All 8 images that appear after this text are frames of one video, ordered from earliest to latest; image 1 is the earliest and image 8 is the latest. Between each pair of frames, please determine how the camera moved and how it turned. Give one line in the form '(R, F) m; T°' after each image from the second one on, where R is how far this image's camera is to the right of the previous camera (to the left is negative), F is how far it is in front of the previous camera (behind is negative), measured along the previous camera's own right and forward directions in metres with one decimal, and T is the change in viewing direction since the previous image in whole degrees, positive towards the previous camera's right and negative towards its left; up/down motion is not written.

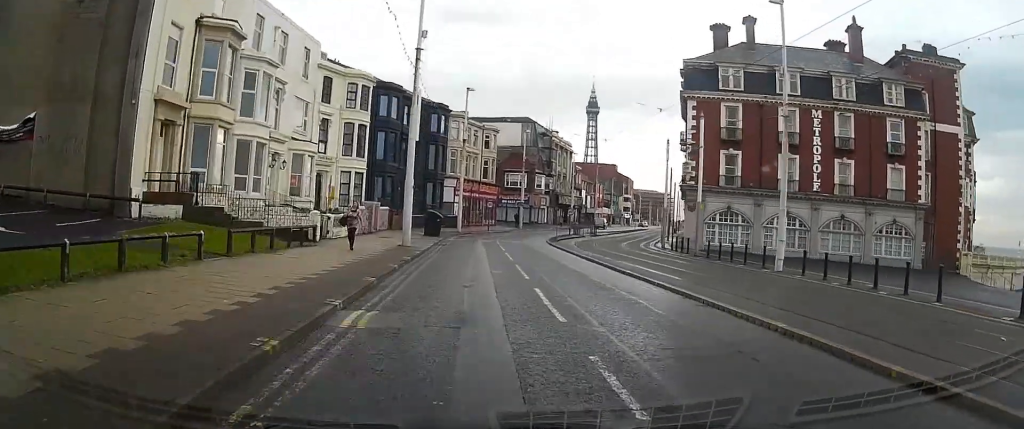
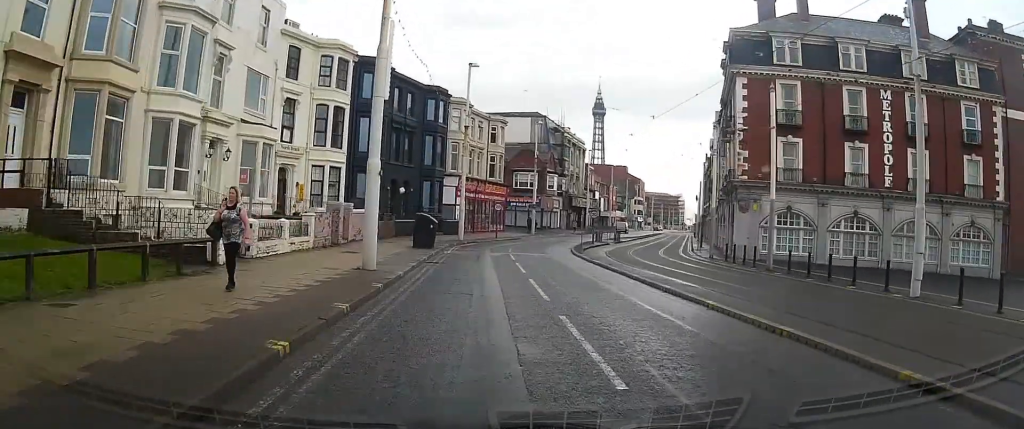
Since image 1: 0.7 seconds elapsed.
(0.0, +9.0) m; +1°
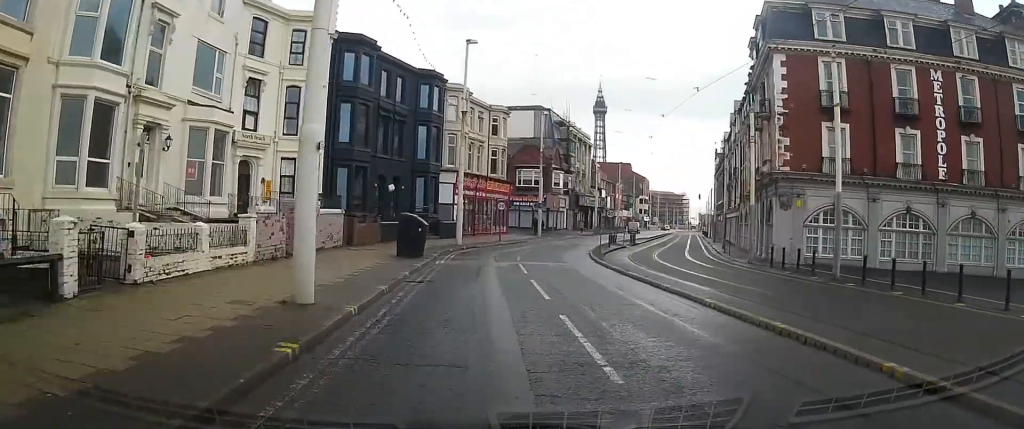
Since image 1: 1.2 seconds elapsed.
(0.0, +5.7) m; +1°
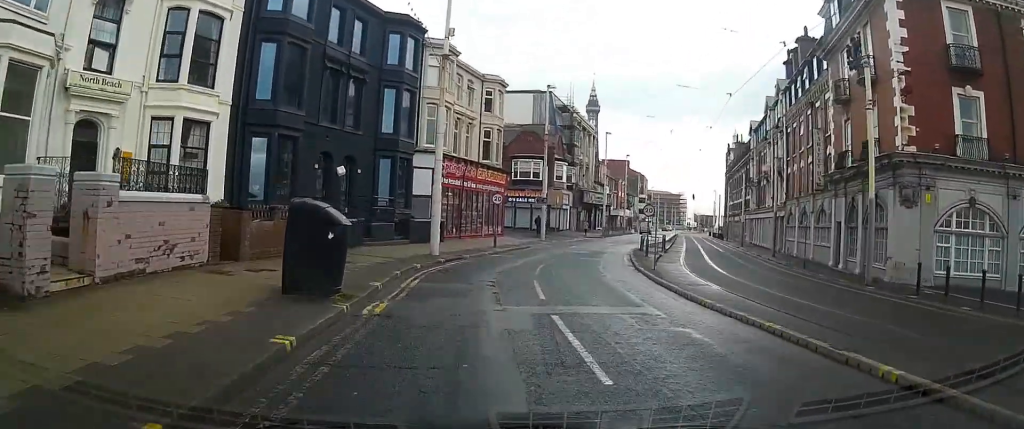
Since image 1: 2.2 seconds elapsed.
(+0.1, +12.1) m; +2°
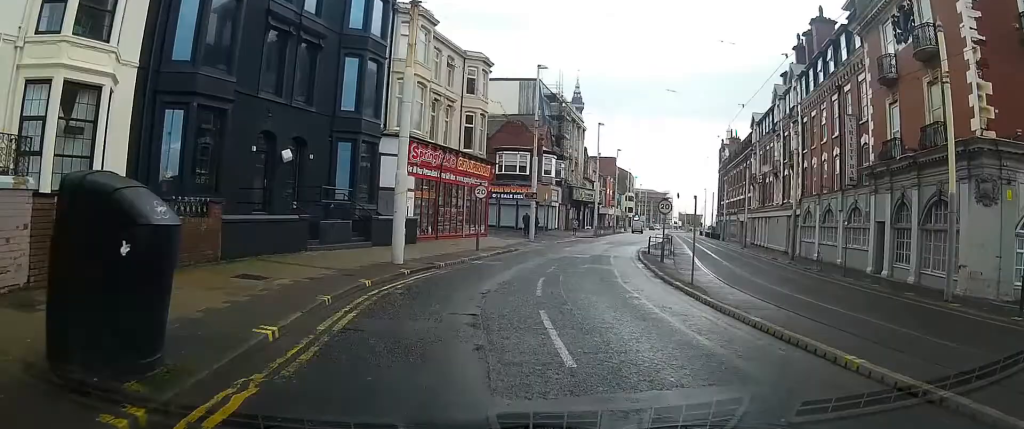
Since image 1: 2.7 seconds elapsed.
(0.0, +5.6) m; +1°
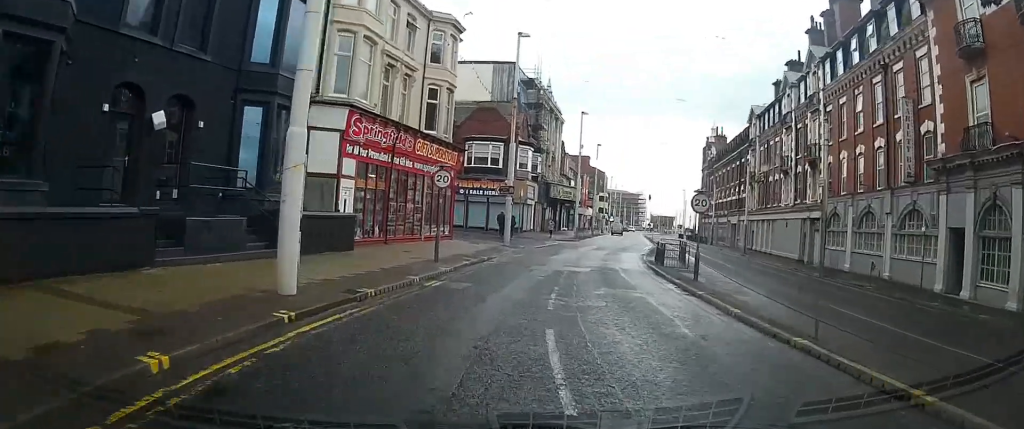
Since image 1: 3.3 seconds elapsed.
(+0.2, +7.5) m; +3°
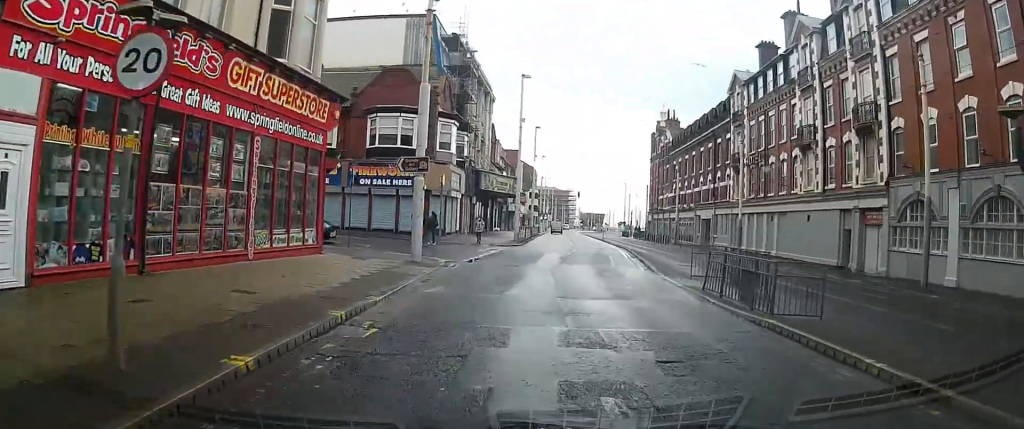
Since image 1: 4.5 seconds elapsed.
(+0.8, +14.0) m; +8°
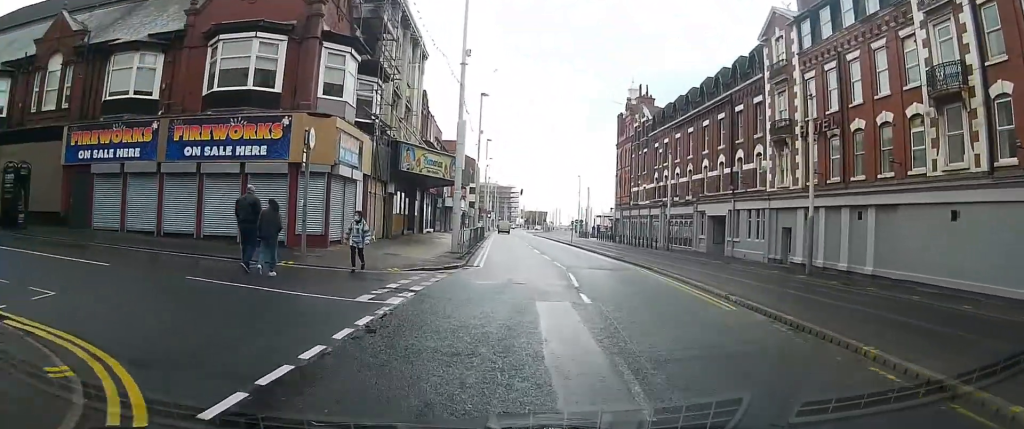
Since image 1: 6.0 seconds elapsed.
(+0.9, +16.6) m; +4°
